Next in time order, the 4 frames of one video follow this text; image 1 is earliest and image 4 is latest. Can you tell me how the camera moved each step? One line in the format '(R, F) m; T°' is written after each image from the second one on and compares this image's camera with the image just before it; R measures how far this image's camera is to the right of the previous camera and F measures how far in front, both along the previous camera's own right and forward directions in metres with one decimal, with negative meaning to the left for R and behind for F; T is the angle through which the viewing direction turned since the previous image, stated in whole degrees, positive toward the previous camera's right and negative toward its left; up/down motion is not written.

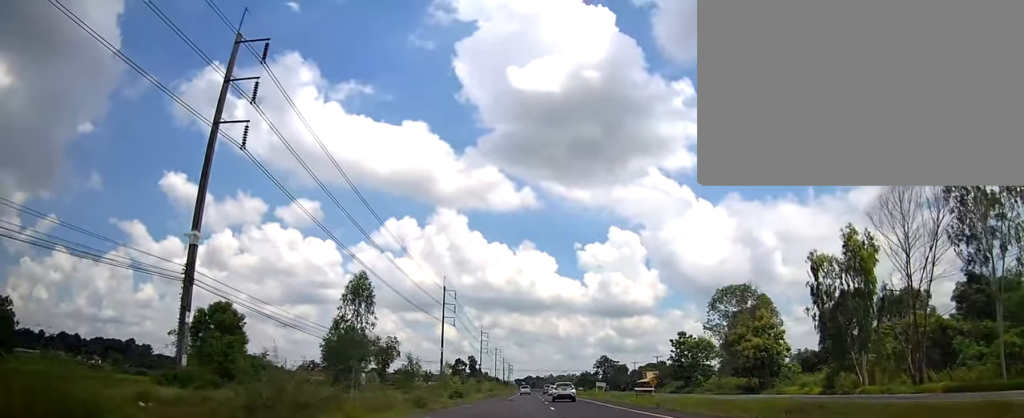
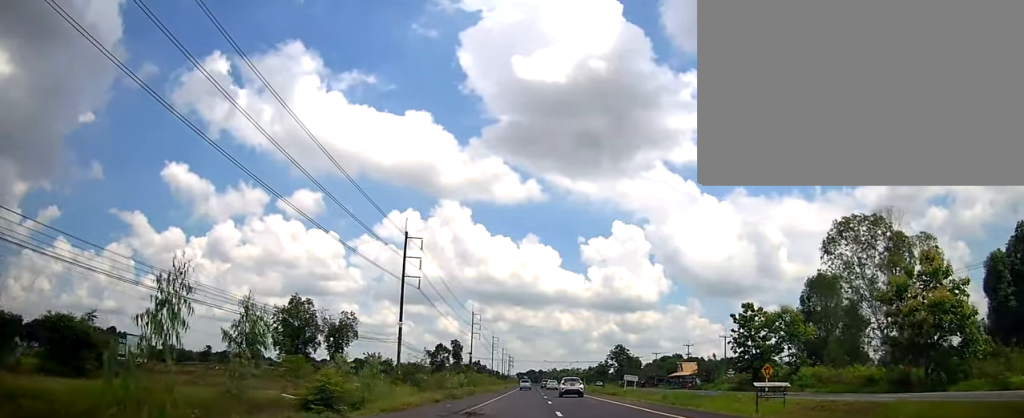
(-0.3, +33.8) m; -1°
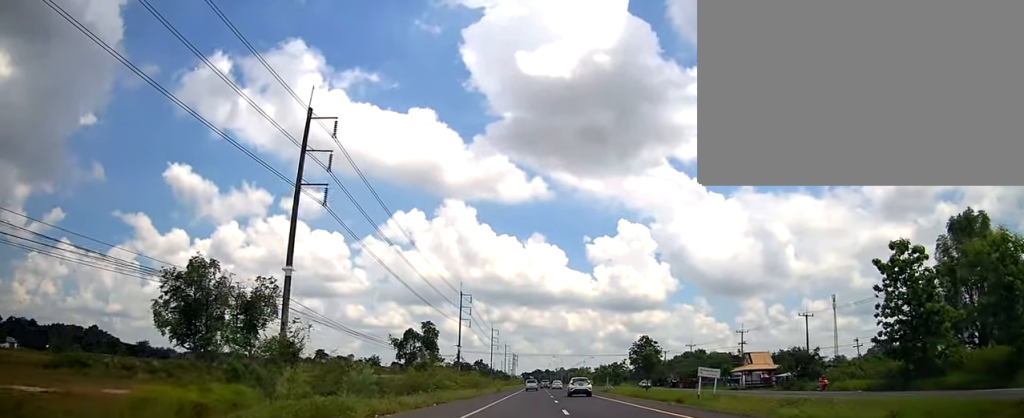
(+0.7, +34.3) m; +2°
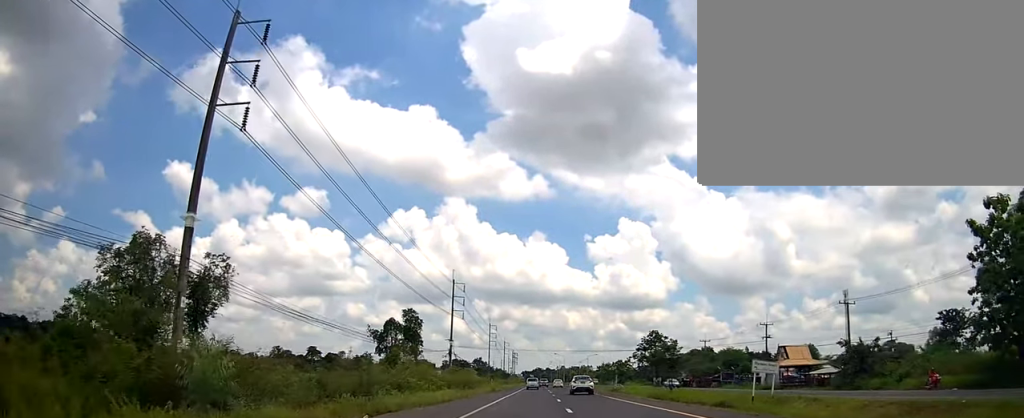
(-0.1, +11.9) m; 0°
